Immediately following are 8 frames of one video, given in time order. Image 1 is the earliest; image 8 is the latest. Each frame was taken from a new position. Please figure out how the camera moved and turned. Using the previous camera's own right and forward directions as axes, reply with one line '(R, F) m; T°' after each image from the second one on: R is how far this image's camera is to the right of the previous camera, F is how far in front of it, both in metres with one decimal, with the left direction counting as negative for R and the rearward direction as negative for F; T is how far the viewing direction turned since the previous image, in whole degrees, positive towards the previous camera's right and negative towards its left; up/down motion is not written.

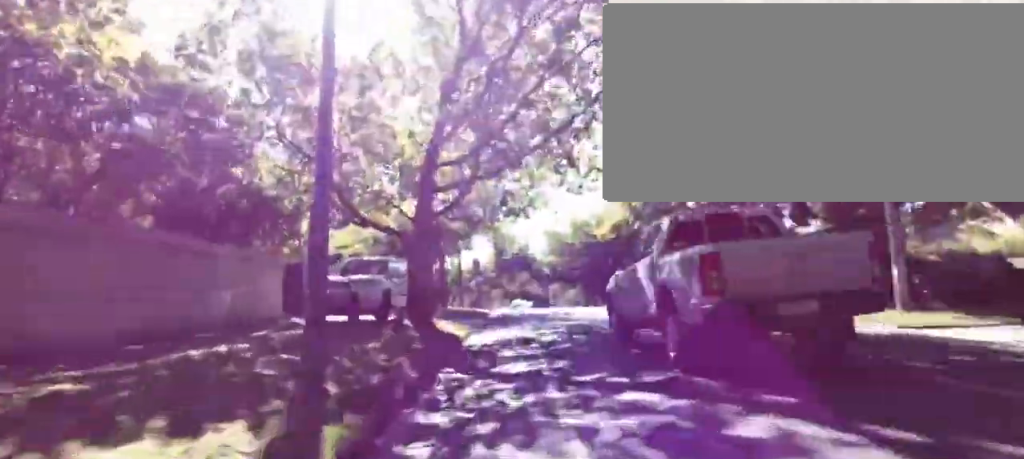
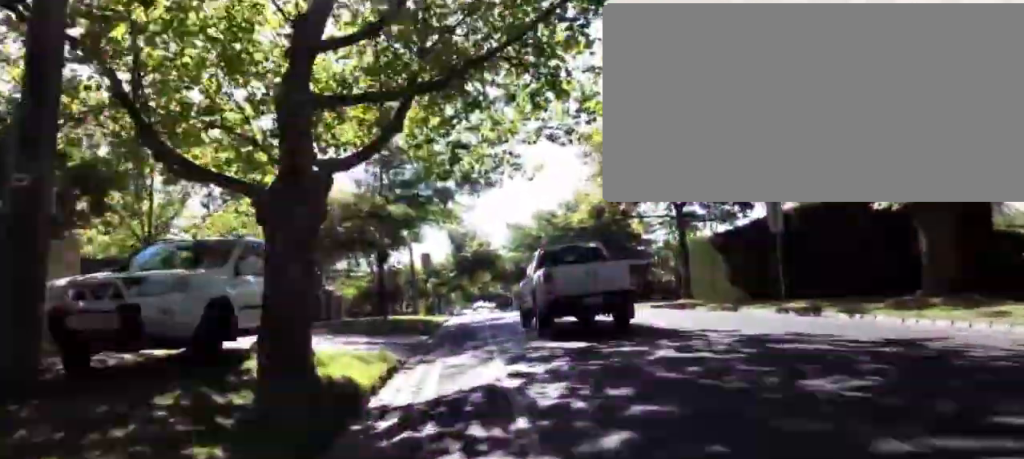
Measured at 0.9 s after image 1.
(0.0, +6.9) m; -3°
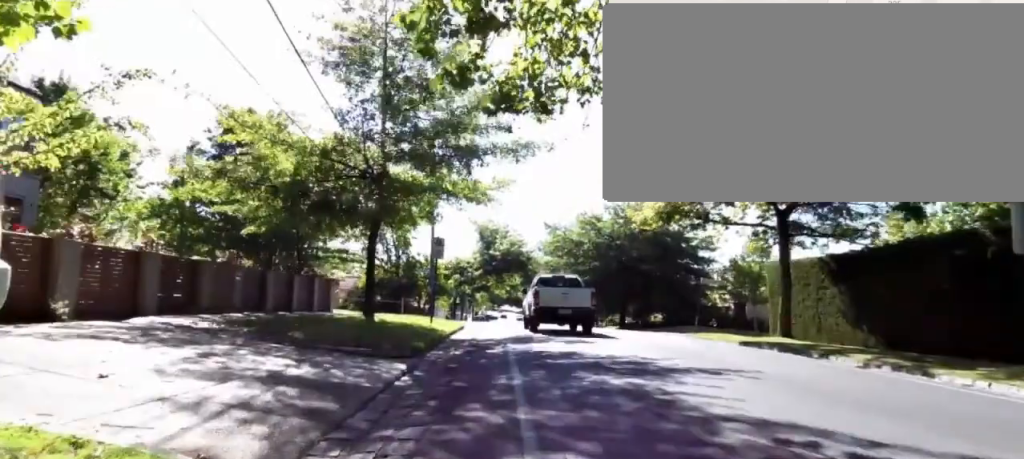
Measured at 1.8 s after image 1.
(-0.3, +7.2) m; -2°
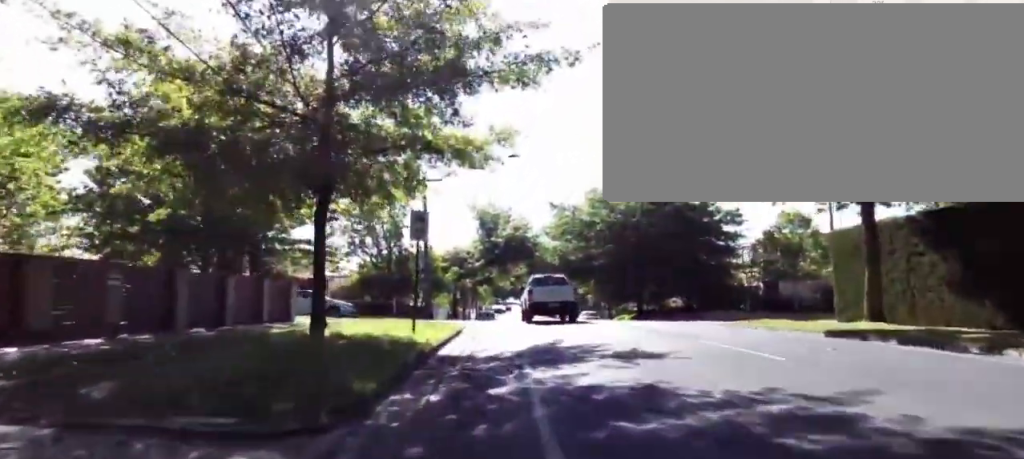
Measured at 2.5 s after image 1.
(-0.1, +4.7) m; +4°
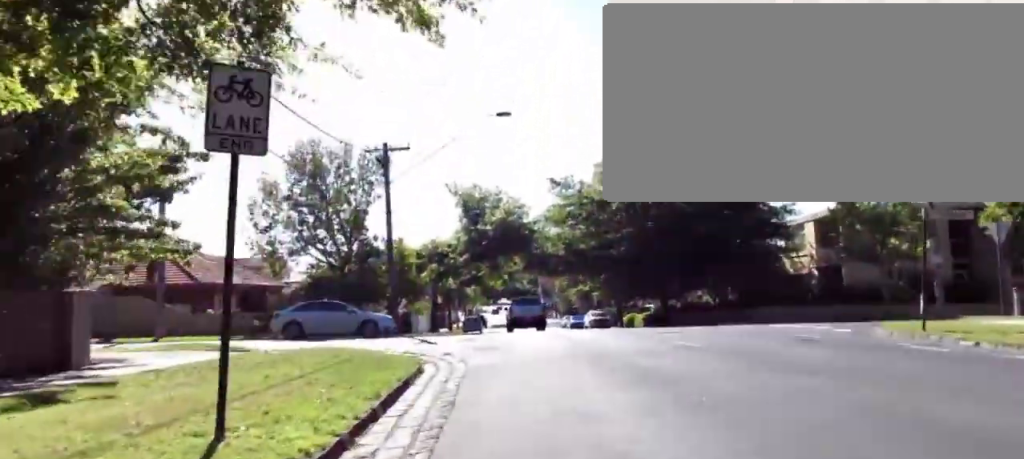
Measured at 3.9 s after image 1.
(+0.9, +8.6) m; +7°
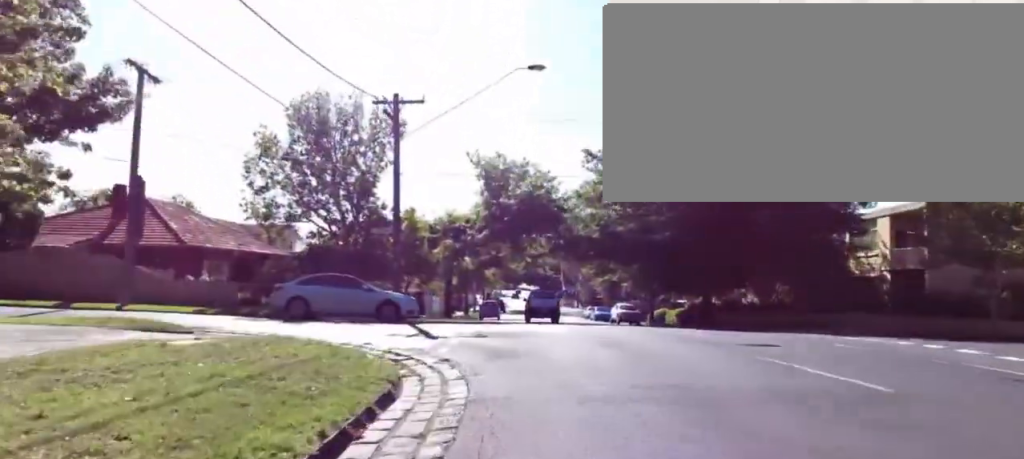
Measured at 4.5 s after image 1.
(+0.1, +4.5) m; -3°
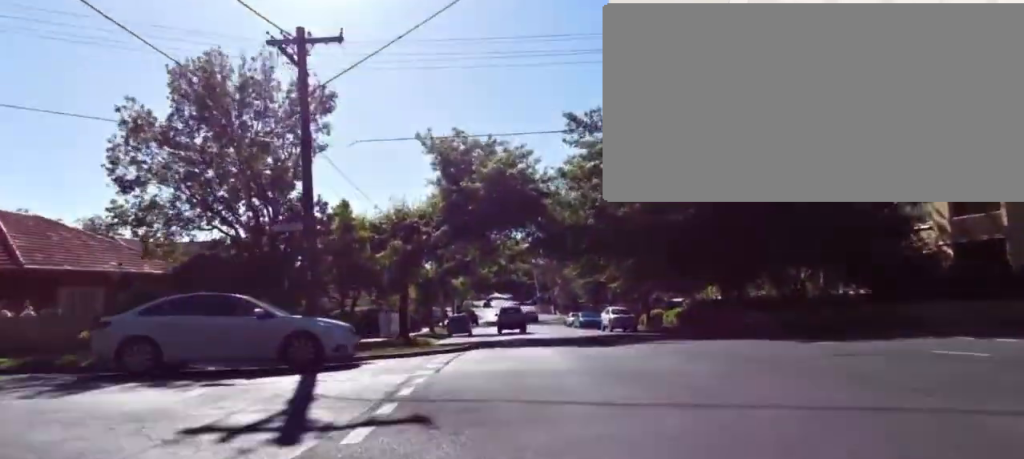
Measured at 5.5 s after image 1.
(-0.6, +7.7) m; +2°
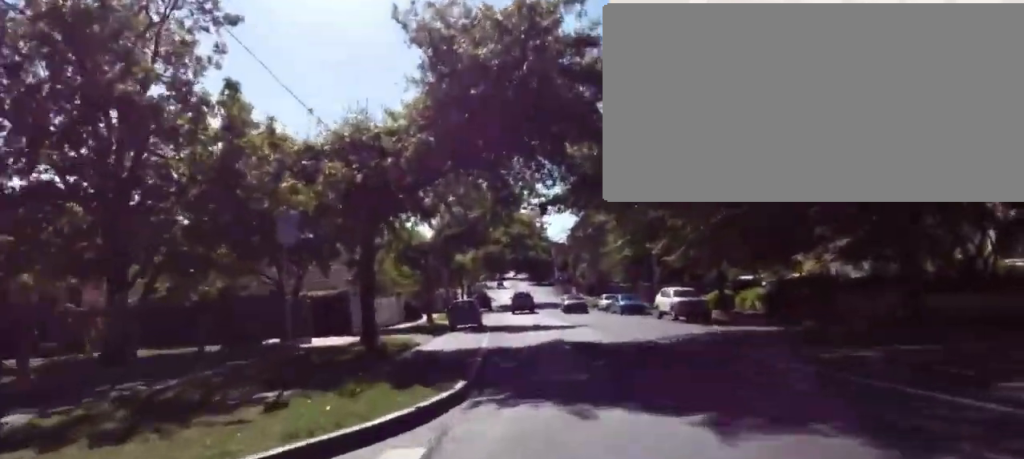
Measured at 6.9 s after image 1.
(+0.8, +11.1) m; -2°
